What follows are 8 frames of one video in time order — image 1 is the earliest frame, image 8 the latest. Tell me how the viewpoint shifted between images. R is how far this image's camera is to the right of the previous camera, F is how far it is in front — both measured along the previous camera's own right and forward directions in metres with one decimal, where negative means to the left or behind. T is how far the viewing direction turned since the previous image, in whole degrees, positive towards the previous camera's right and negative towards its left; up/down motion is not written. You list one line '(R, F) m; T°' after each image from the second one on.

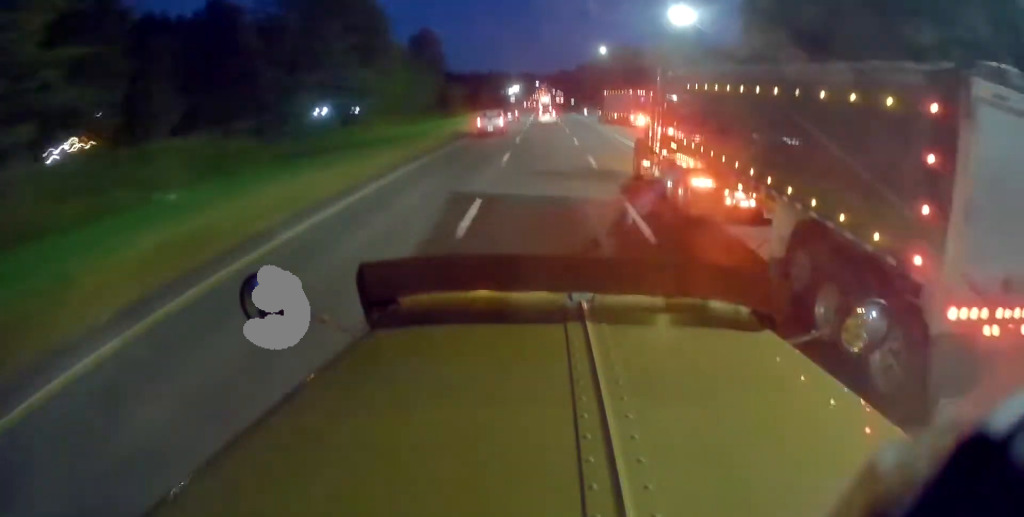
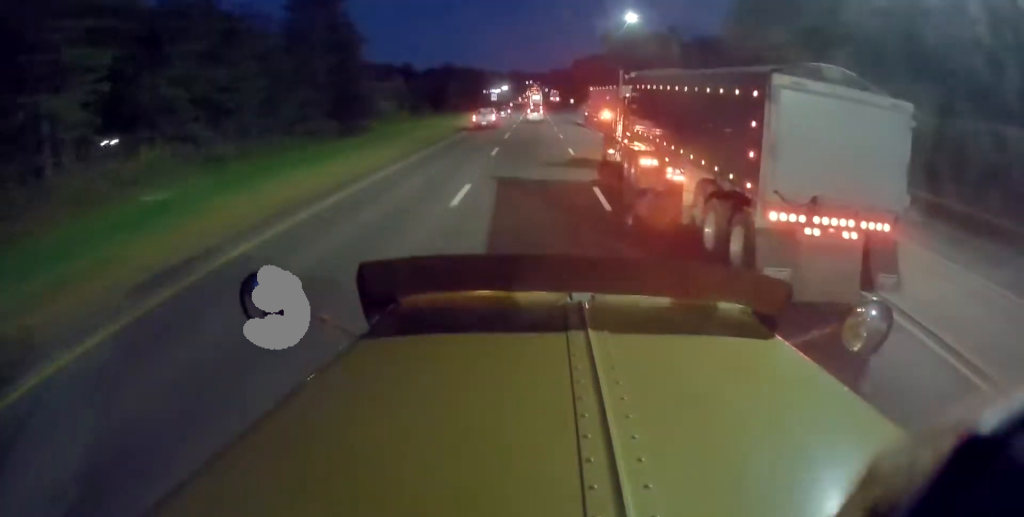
(+0.6, +46.5) m; +1°
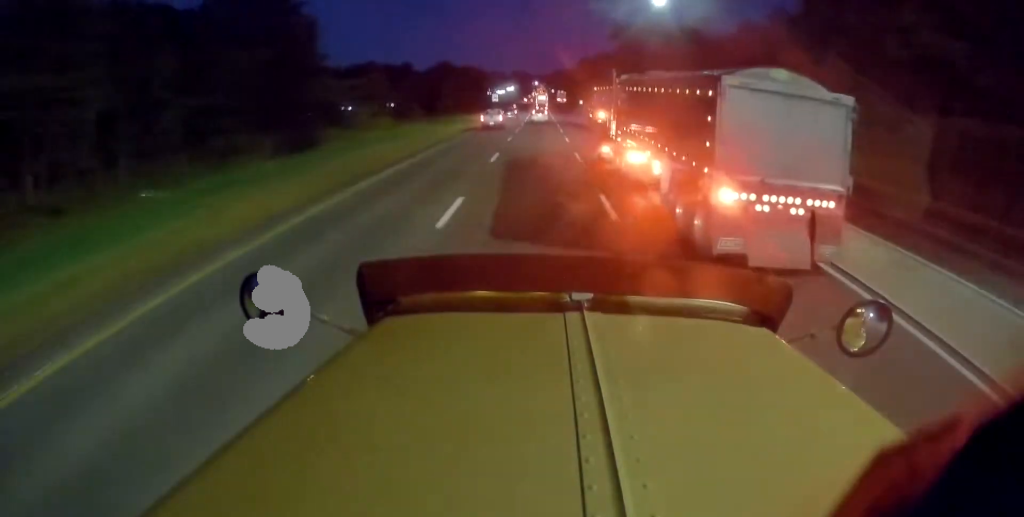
(-0.1, +15.4) m; 0°
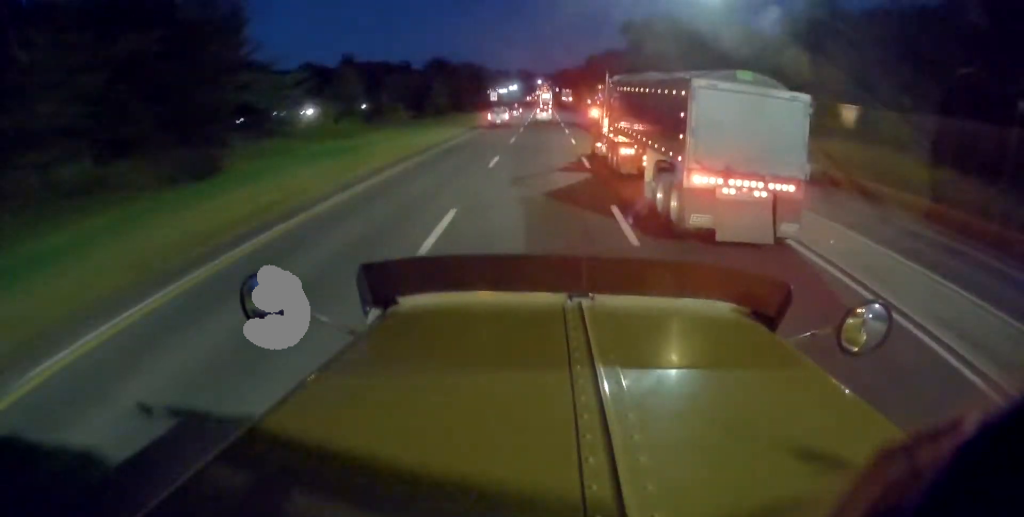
(0.0, +16.8) m; 0°
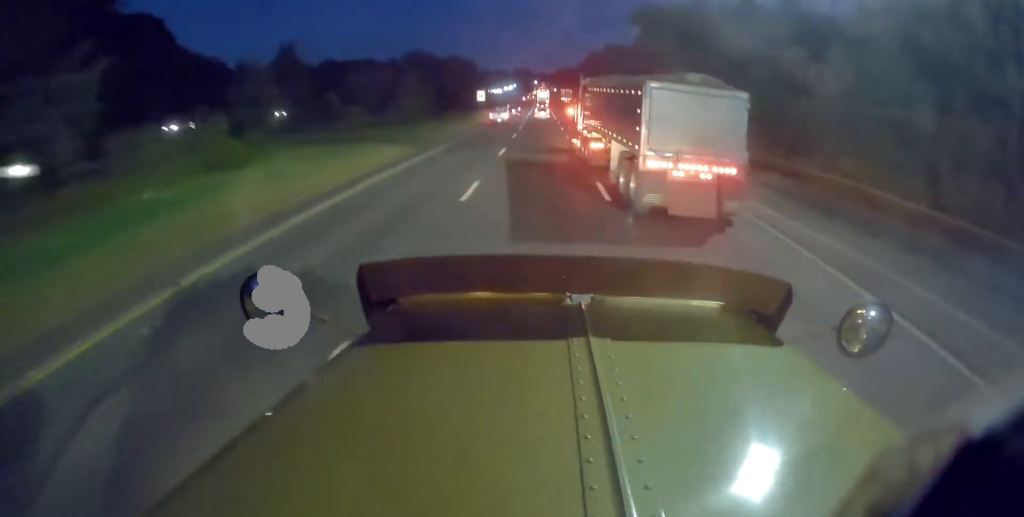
(-0.1, +18.9) m; 0°
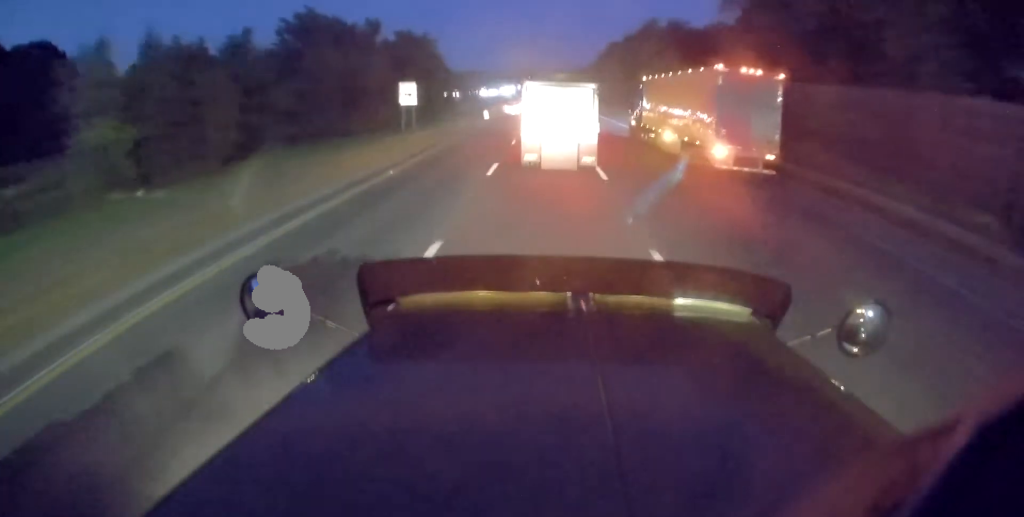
(-0.6, +59.4) m; 0°
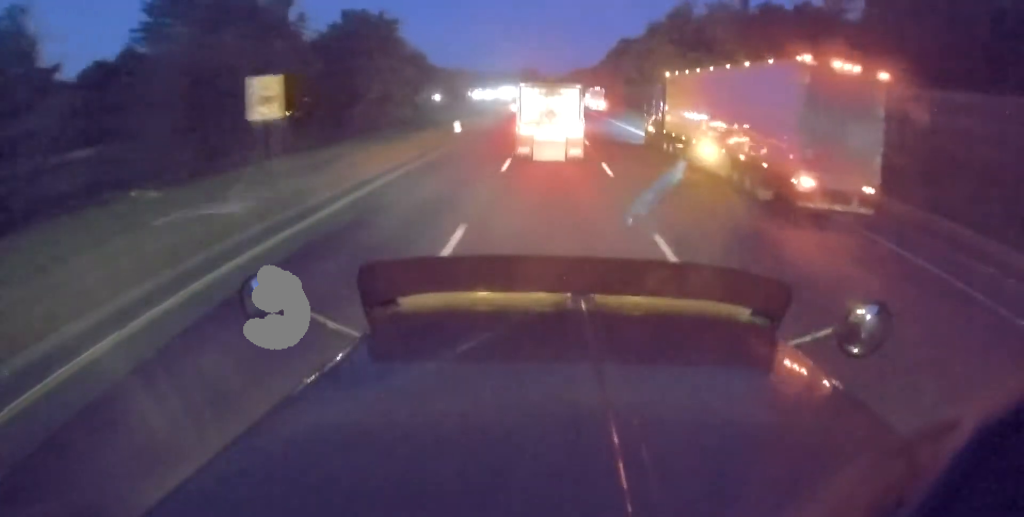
(+0.3, +22.7) m; 0°
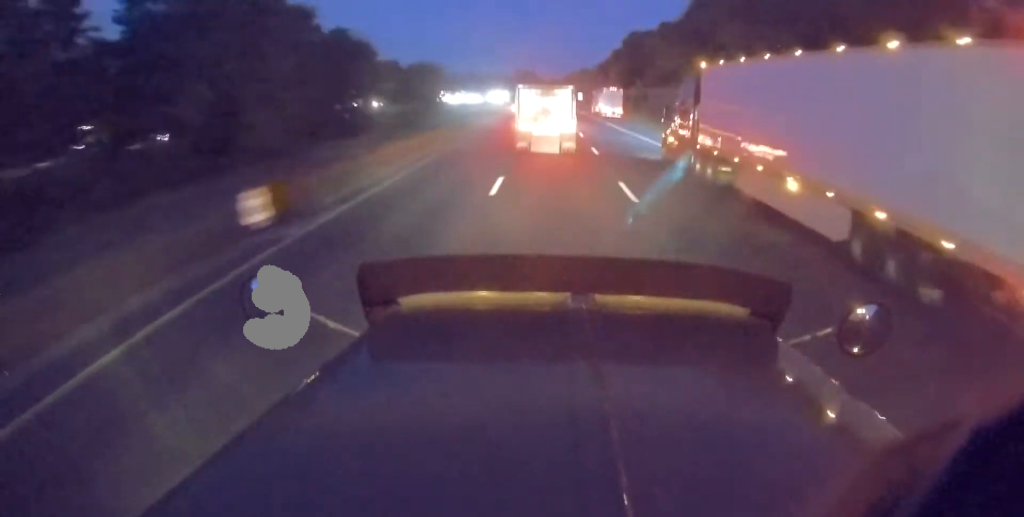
(0.0, +30.1) m; 0°
